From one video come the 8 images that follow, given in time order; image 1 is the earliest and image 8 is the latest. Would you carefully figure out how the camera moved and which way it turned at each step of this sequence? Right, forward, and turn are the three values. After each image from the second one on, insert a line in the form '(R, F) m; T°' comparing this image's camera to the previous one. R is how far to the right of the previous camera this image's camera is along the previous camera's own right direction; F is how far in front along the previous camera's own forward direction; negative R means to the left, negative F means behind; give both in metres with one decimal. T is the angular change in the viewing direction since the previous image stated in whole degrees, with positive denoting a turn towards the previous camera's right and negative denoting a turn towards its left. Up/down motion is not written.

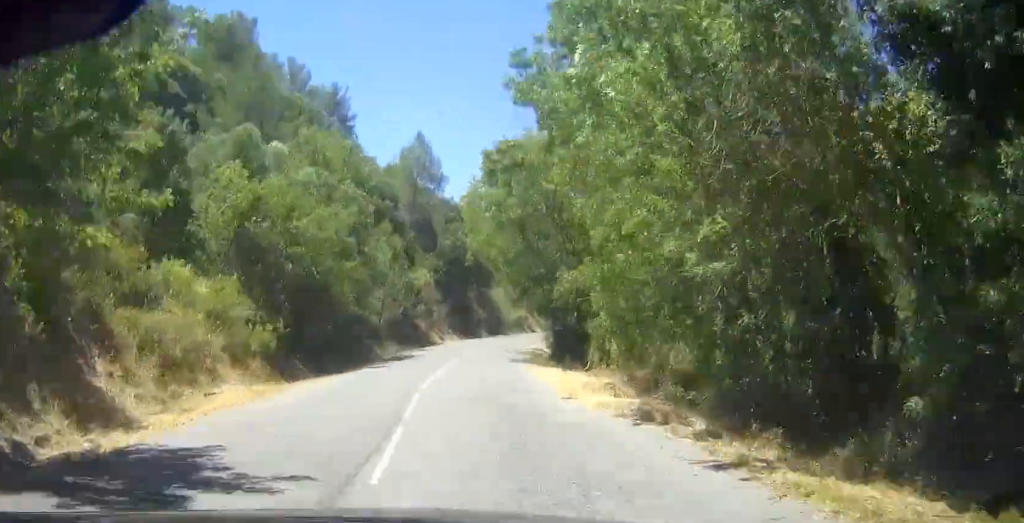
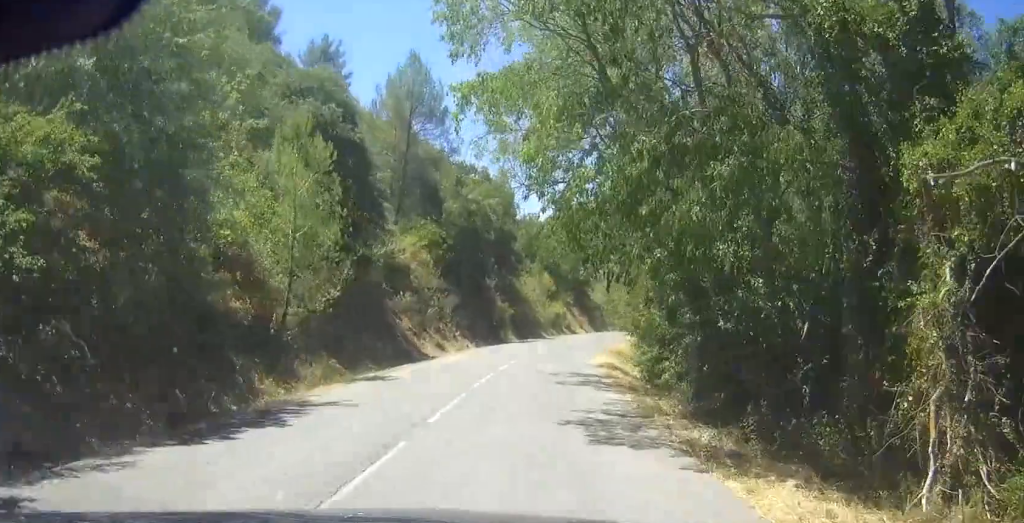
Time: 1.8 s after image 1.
(-0.6, +20.2) m; -1°
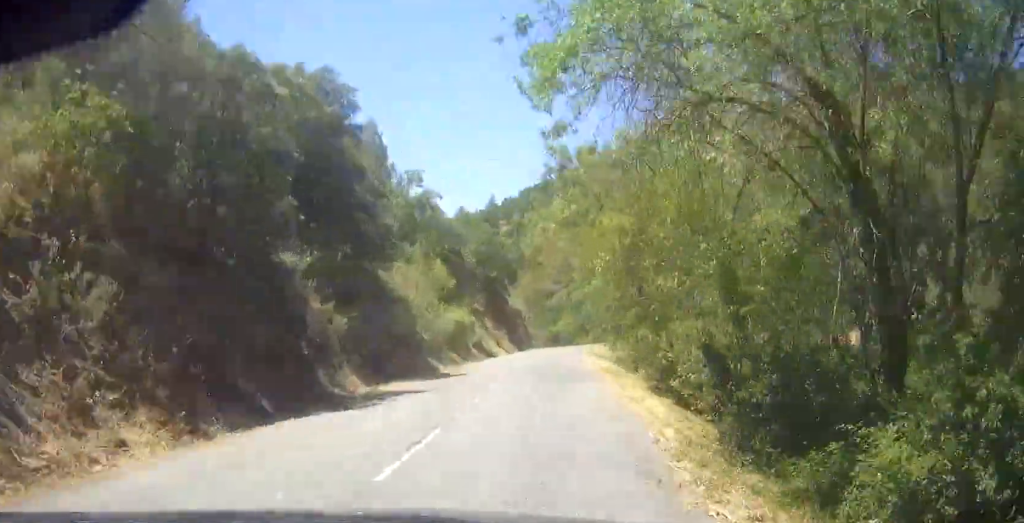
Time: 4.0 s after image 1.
(0.0, +26.0) m; +3°
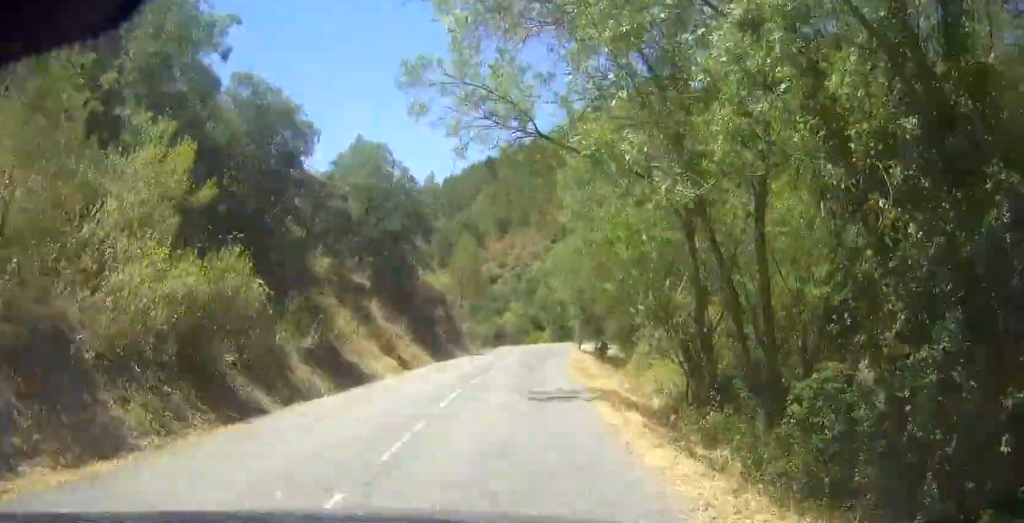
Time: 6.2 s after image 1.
(+0.8, +25.3) m; +2°
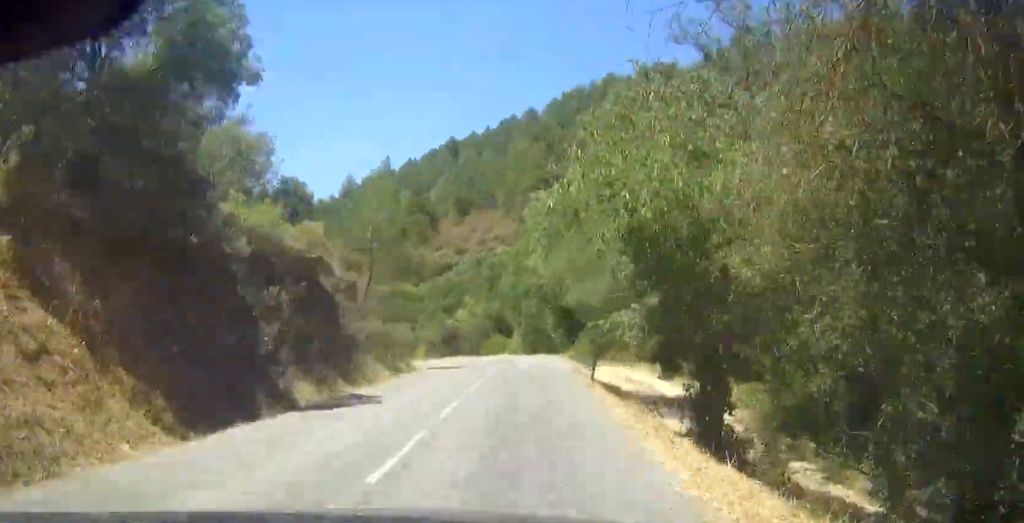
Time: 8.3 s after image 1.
(+0.9, +23.1) m; +2°
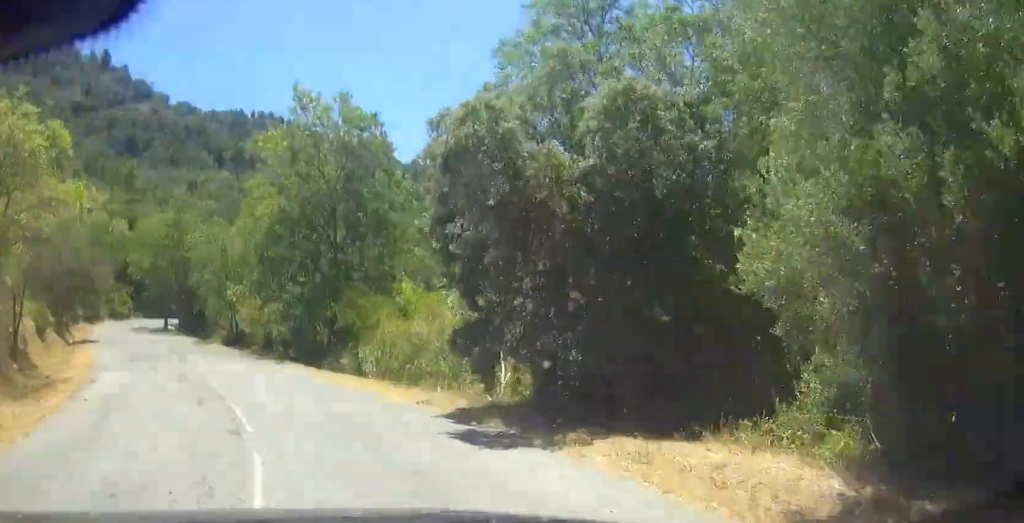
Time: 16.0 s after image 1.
(-24.0, +65.0) m; -61°
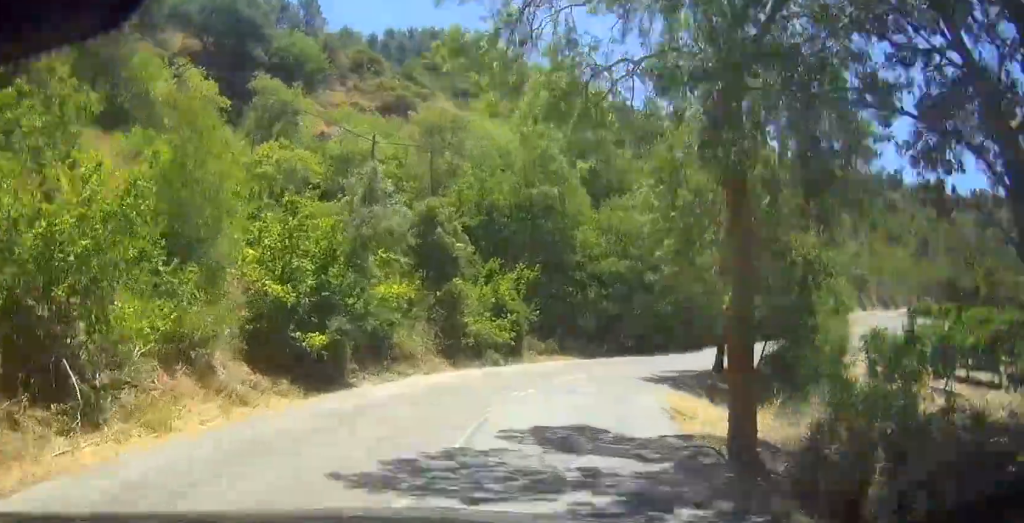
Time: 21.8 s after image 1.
(-15.9, +53.4) m; -8°
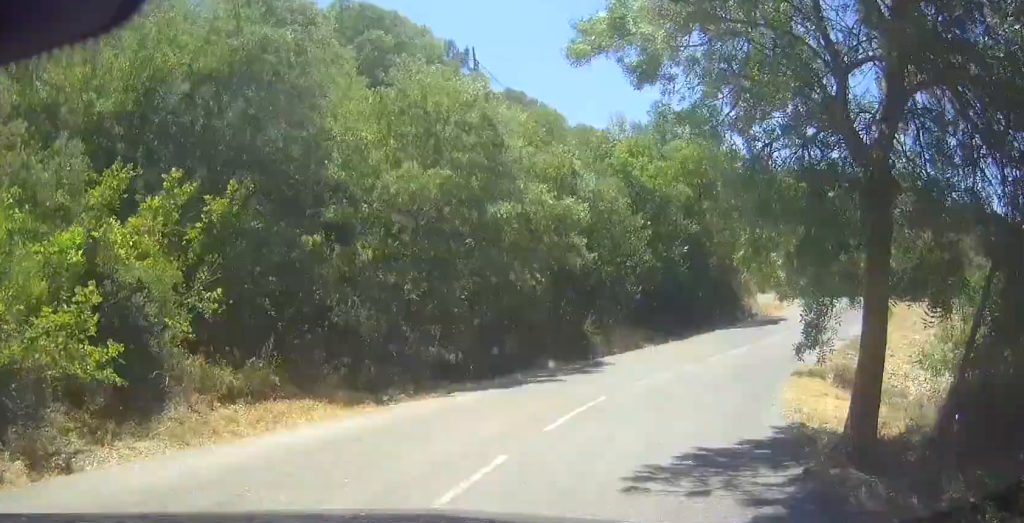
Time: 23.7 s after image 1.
(+2.6, +19.4) m; +10°
